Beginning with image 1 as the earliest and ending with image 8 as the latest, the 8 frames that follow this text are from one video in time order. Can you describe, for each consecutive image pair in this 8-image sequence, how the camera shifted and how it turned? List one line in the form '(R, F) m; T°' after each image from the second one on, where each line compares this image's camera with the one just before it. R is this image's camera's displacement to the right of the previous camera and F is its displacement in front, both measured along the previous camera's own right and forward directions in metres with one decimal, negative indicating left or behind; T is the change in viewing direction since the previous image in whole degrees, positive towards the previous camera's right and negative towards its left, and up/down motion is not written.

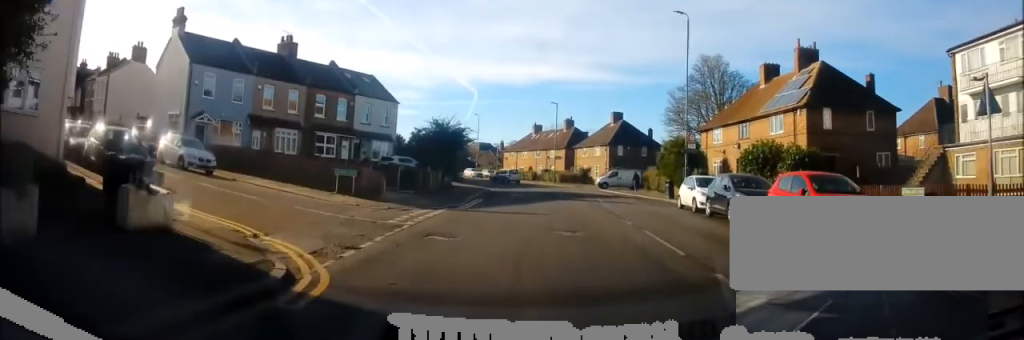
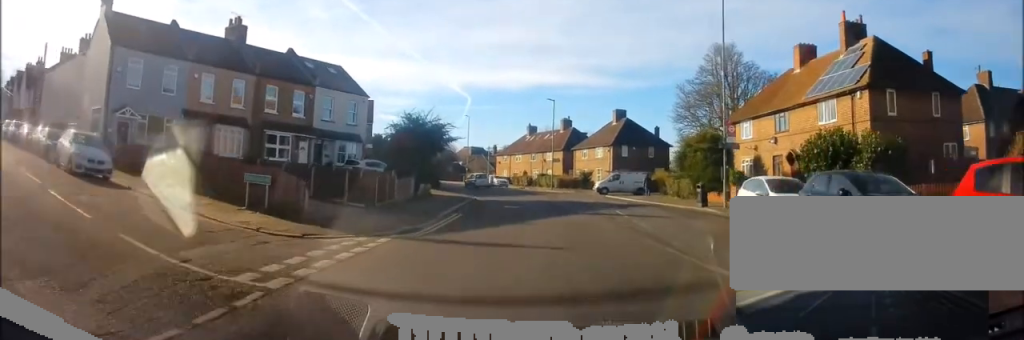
(+0.3, +7.2) m; 0°
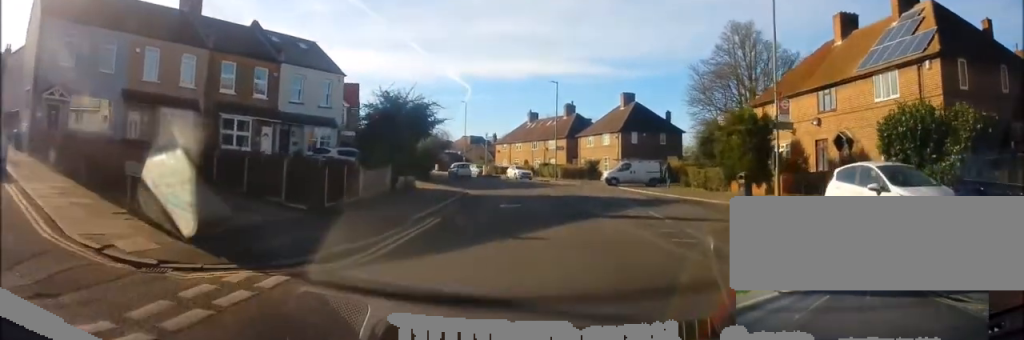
(-0.2, +6.0) m; -2°
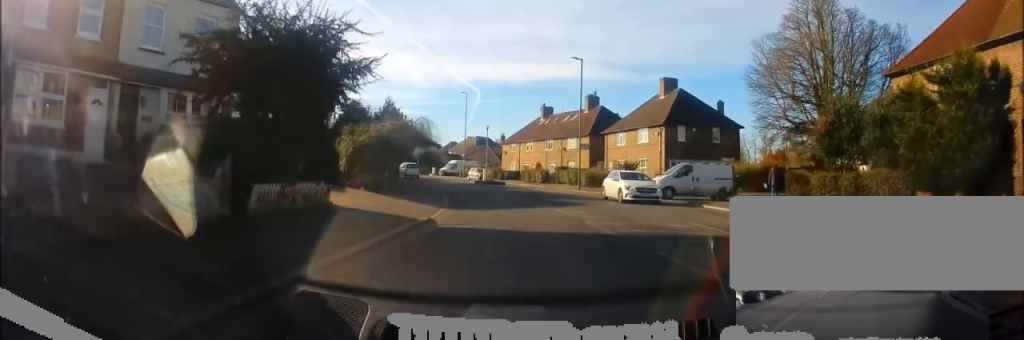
(-0.1, +14.7) m; -2°
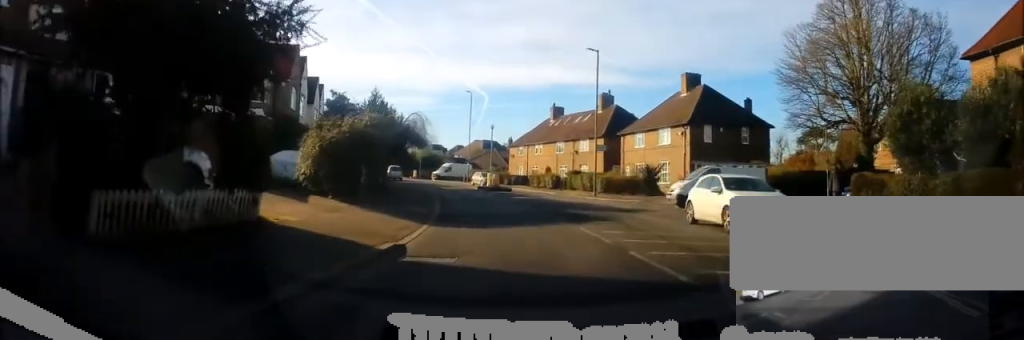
(0.0, +4.8) m; -1°
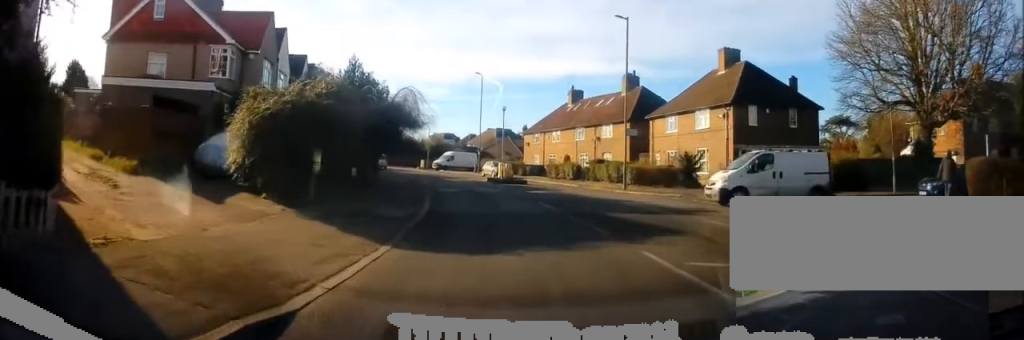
(-0.3, +6.2) m; 0°
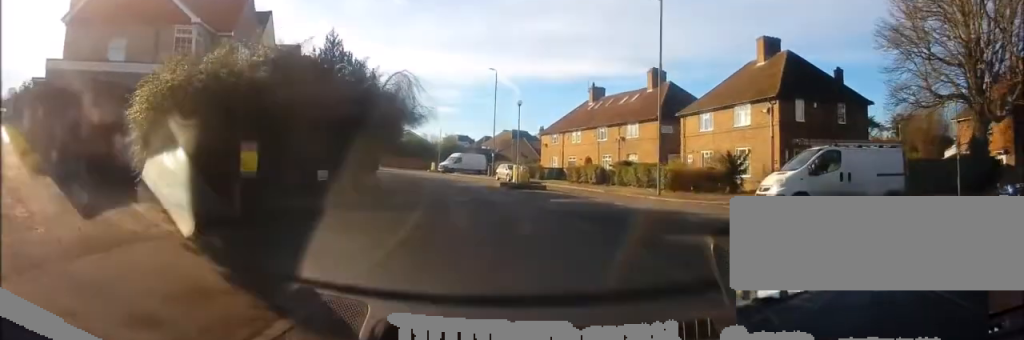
(+0.1, +4.3) m; -1°
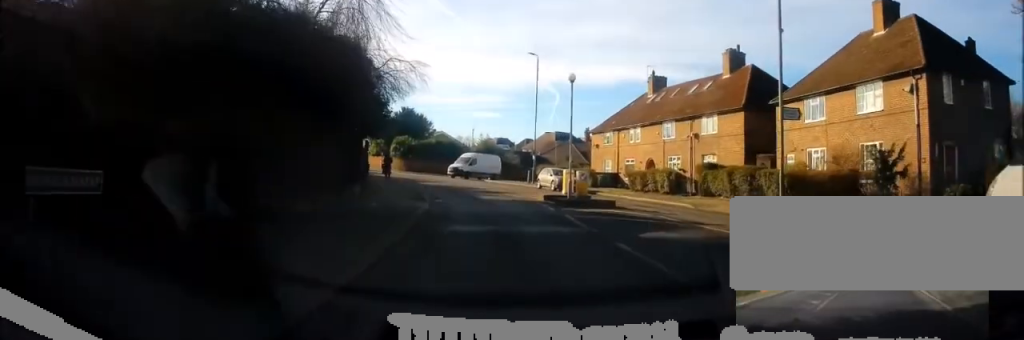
(-0.3, +9.9) m; -6°
